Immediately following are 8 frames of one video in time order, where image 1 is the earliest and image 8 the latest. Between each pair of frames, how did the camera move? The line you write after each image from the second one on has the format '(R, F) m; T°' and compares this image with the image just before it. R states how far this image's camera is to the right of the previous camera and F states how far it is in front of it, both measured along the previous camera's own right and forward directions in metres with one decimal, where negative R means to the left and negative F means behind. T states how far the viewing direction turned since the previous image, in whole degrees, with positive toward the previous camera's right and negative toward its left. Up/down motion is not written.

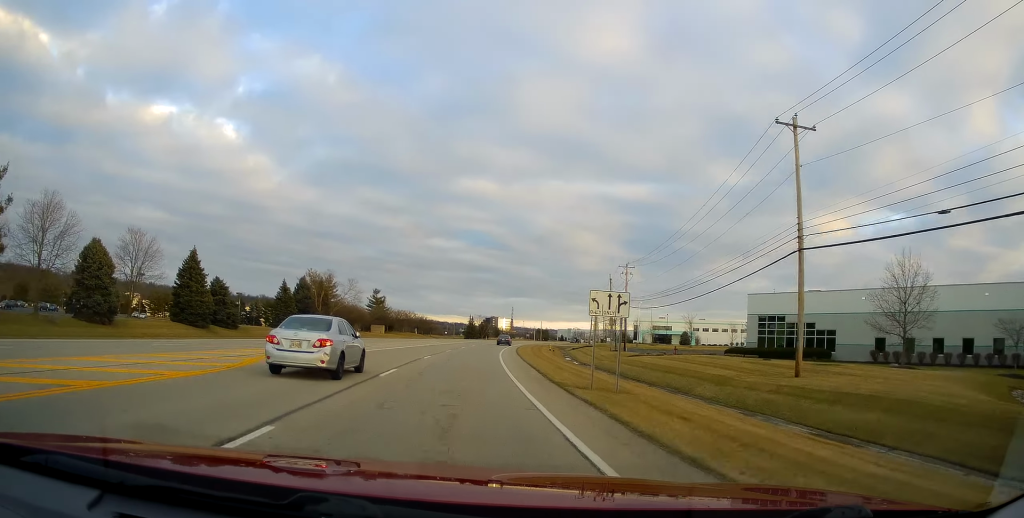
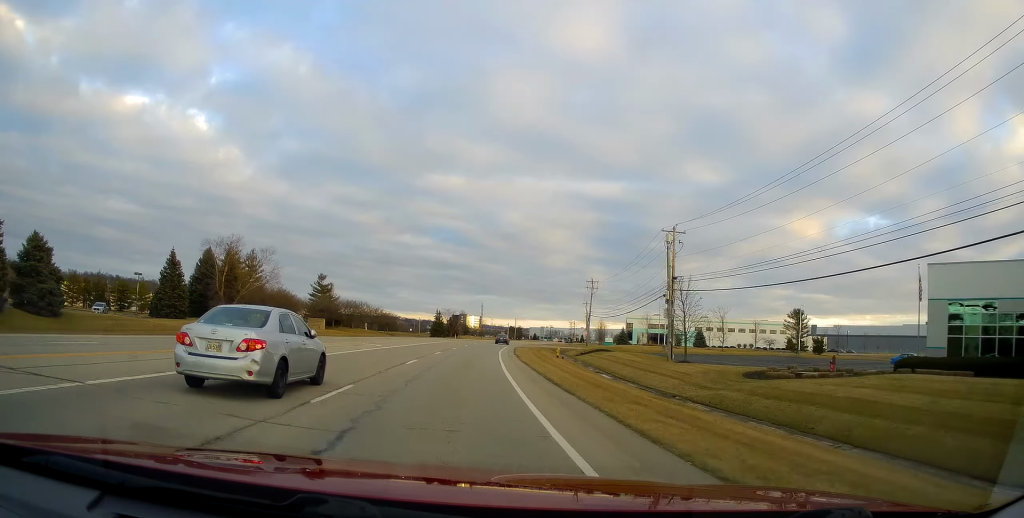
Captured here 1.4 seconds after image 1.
(+1.3, +30.4) m; +3°
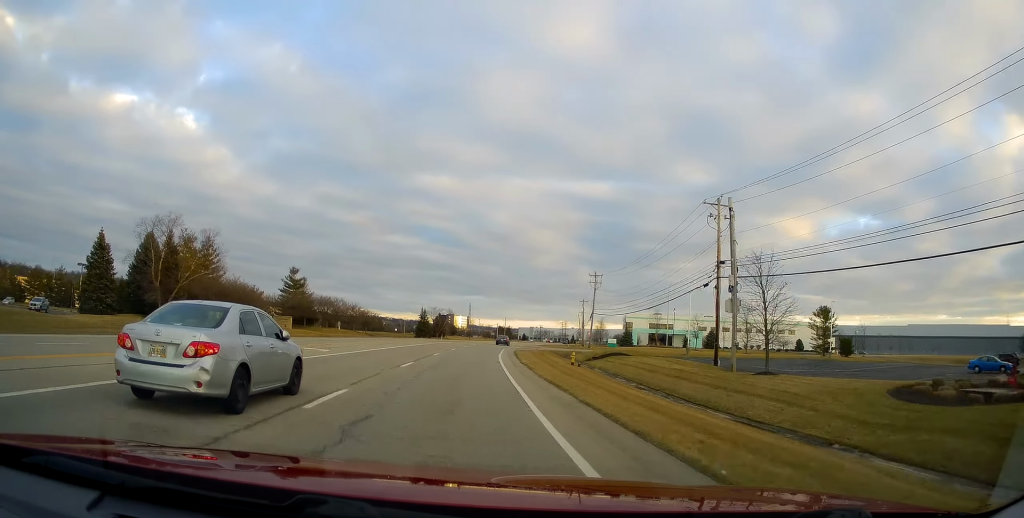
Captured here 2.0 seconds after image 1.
(0.0, +13.1) m; 0°
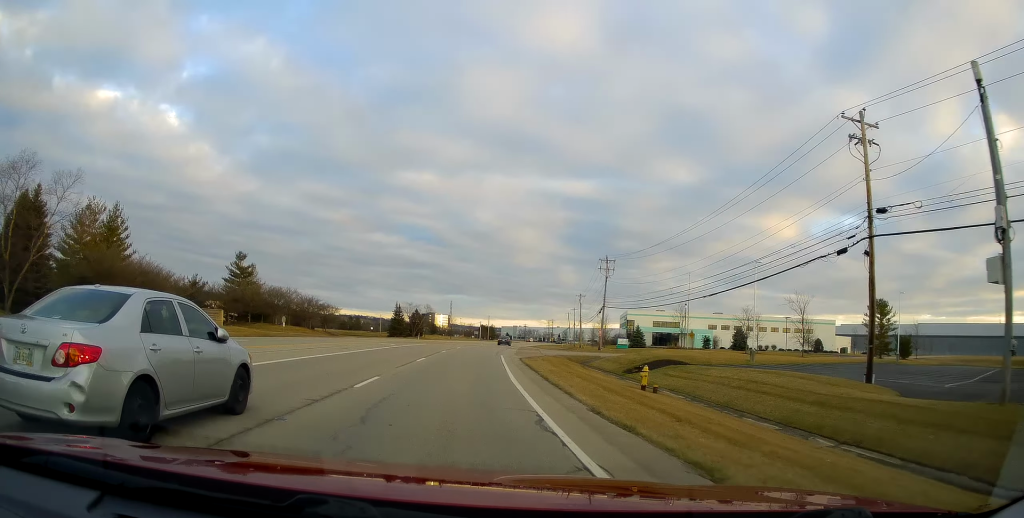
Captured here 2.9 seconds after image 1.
(0.0, +20.5) m; +3°
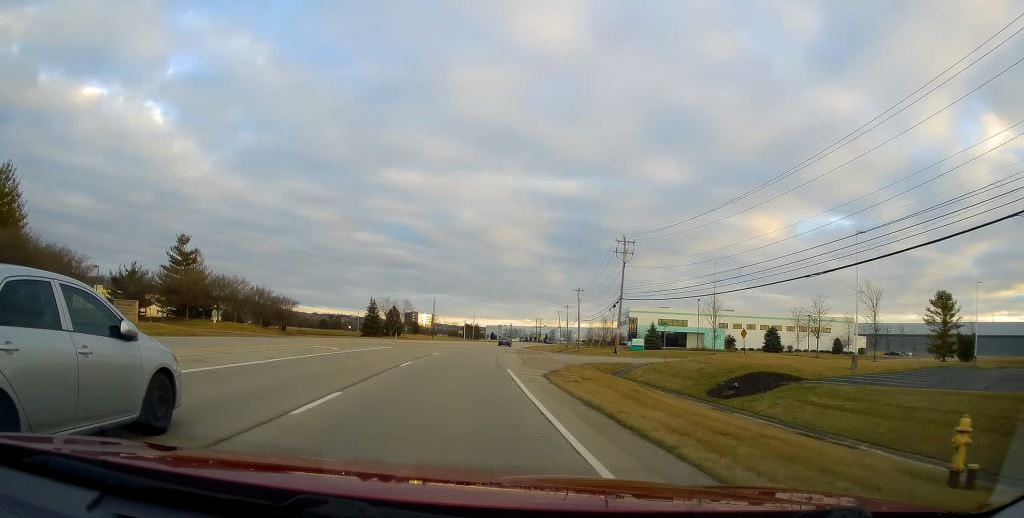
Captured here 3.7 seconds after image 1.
(+0.9, +16.7) m; +1°
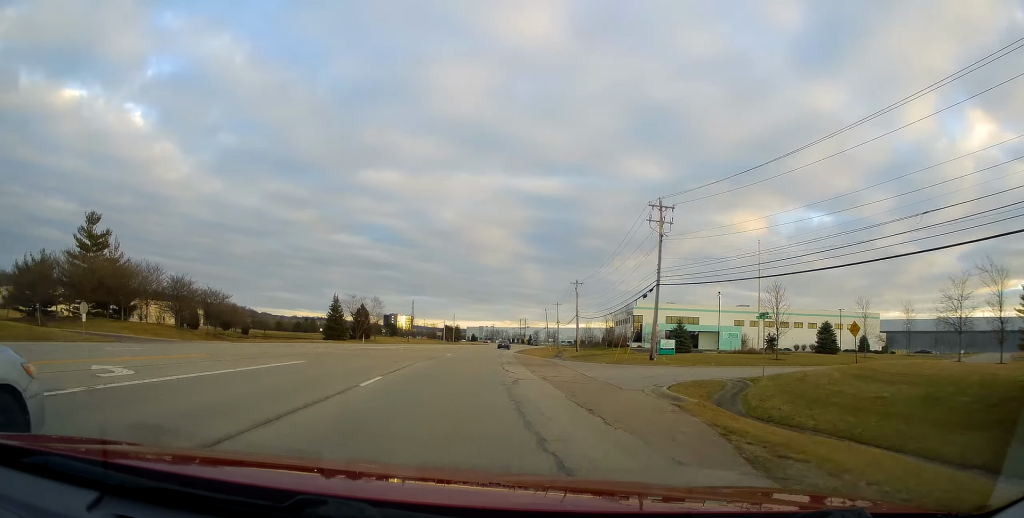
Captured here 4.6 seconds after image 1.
(0.0, +18.9) m; +1°
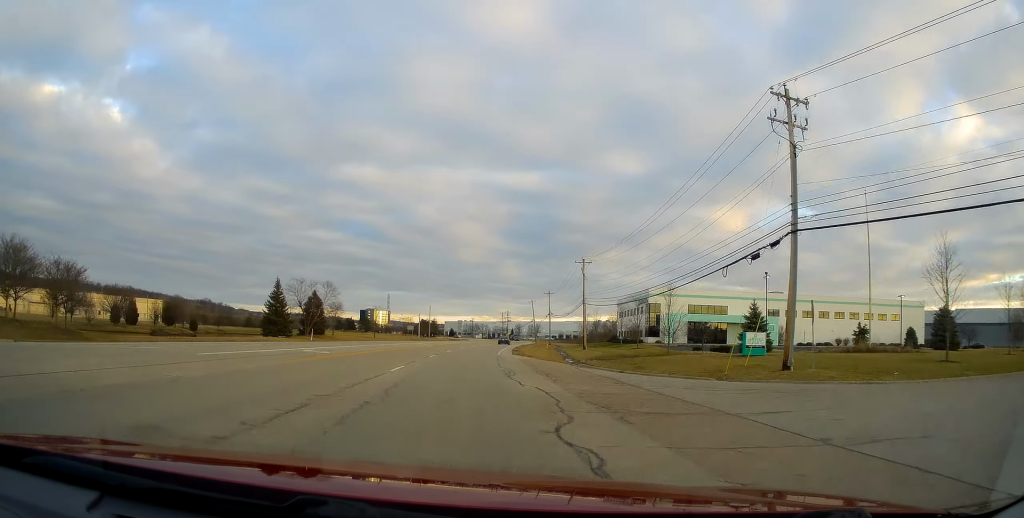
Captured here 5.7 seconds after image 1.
(+0.3, +23.9) m; +2°
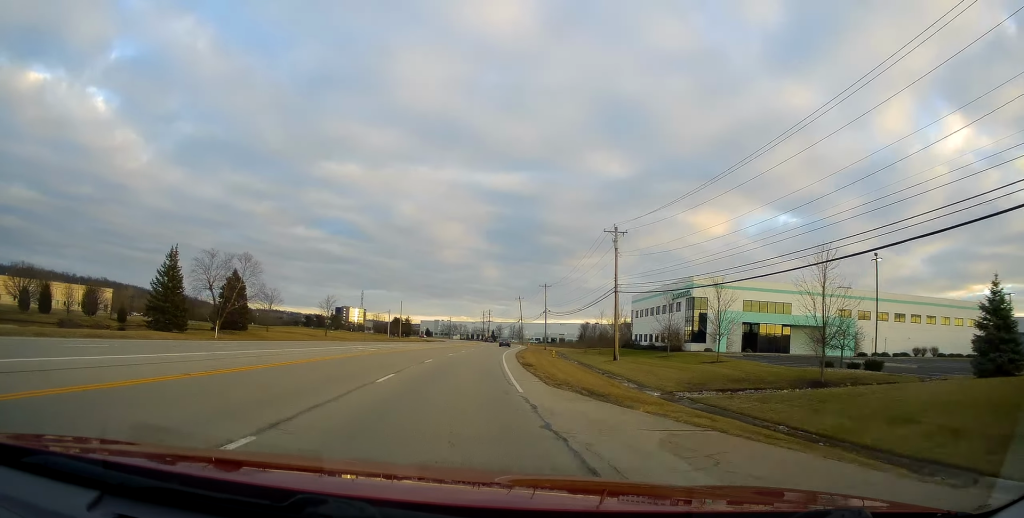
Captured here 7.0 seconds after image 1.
(+0.7, +28.2) m; +3°
